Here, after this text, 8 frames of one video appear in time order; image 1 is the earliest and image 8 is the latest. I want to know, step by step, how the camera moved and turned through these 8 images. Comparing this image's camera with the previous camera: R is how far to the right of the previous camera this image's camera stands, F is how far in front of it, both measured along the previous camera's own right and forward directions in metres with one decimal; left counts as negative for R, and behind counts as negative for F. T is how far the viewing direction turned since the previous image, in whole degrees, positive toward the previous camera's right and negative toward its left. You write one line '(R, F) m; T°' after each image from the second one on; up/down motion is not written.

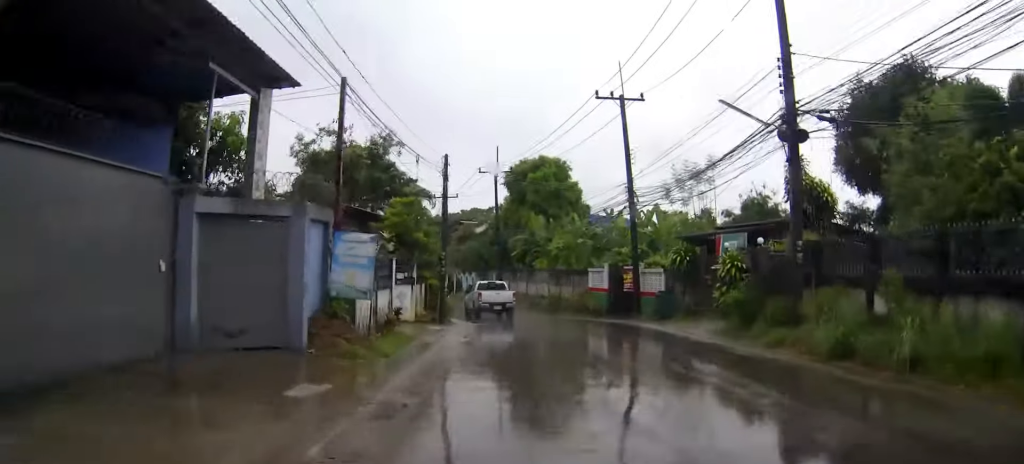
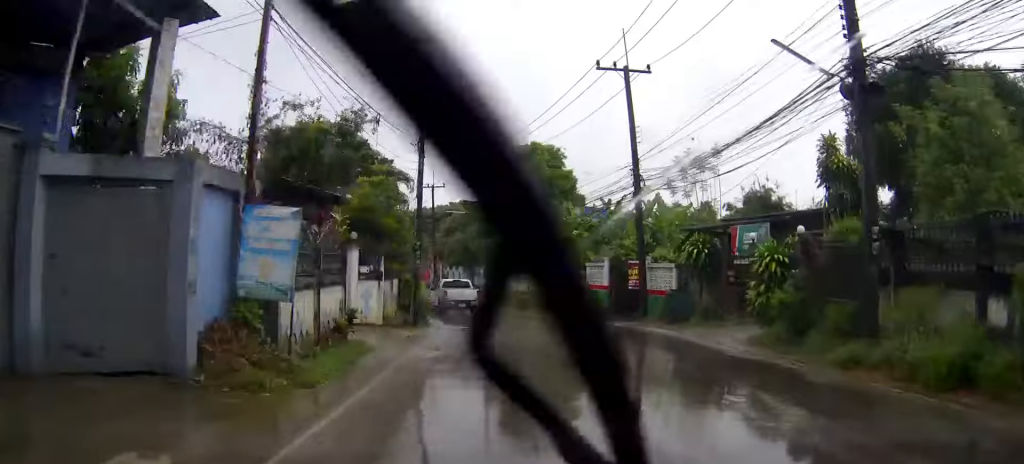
(0.0, +4.2) m; 0°
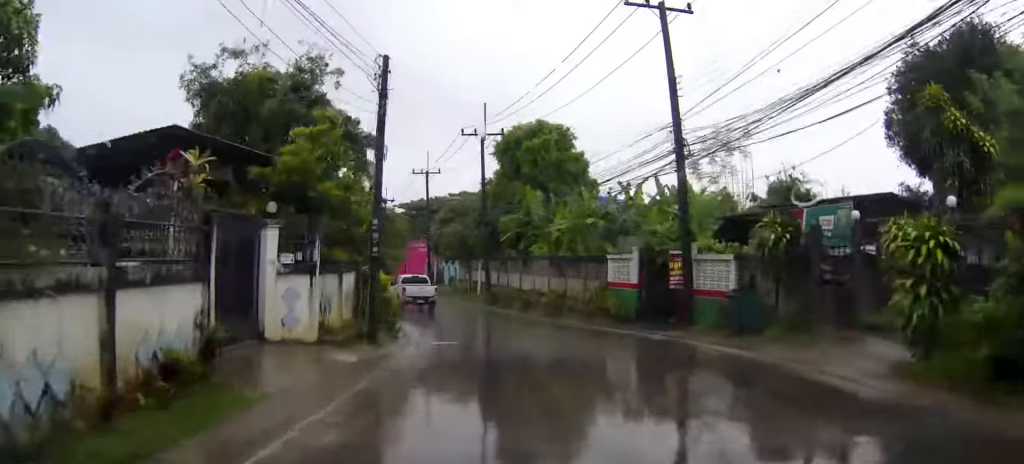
(0.0, +6.6) m; +1°
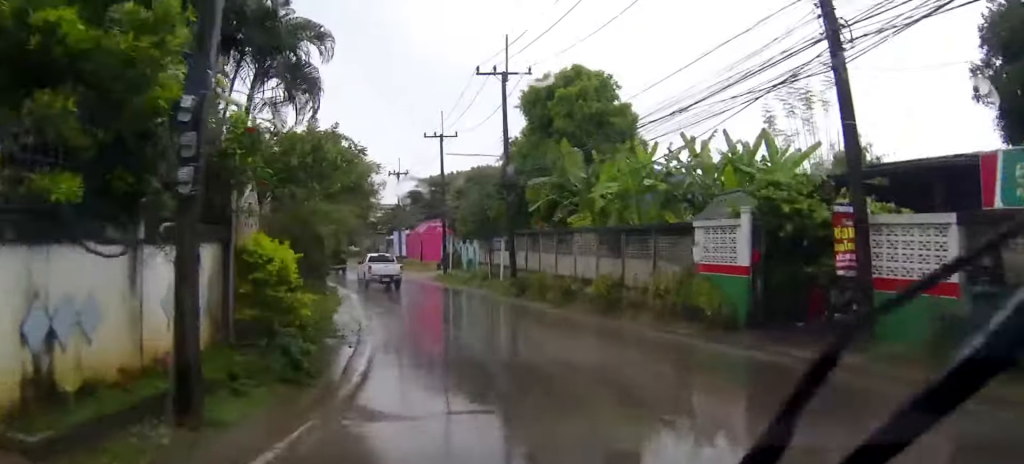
(+0.1, +9.3) m; 0°
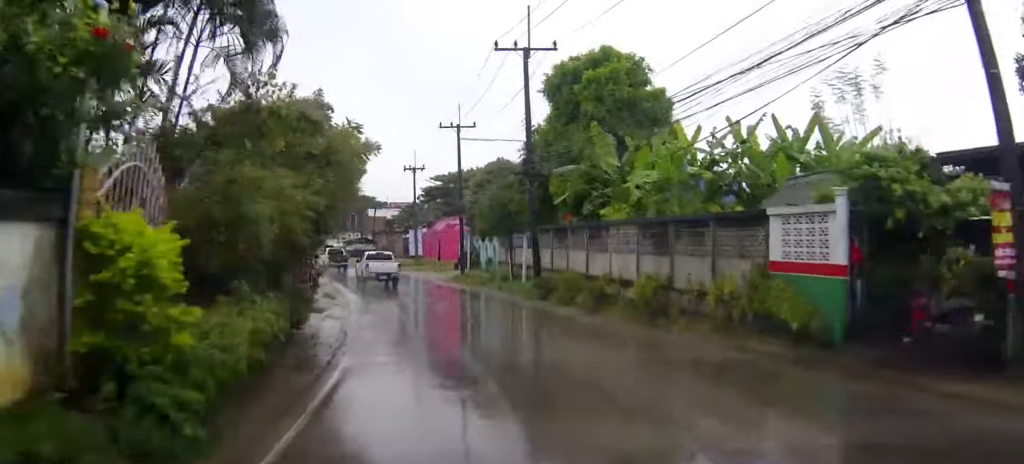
(+0.1, +3.8) m; 0°
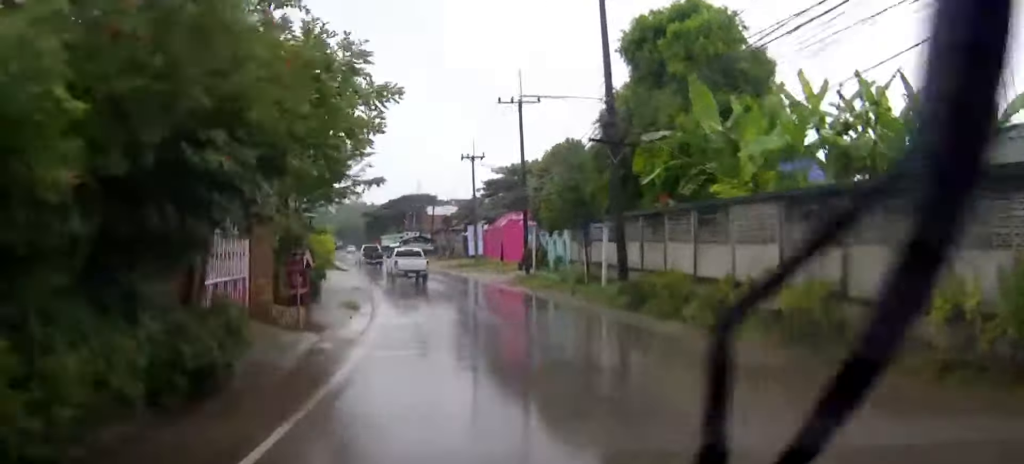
(-0.2, +6.8) m; -4°
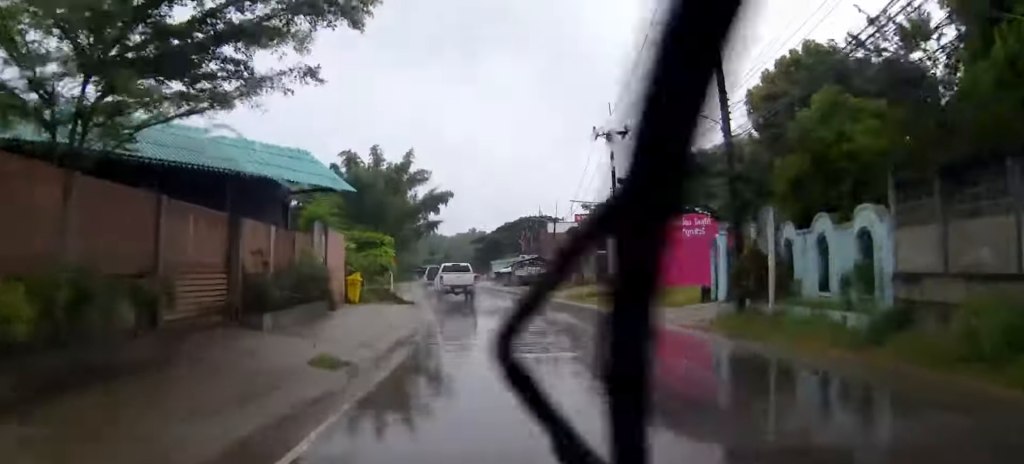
(-2.2, +20.5) m; -9°
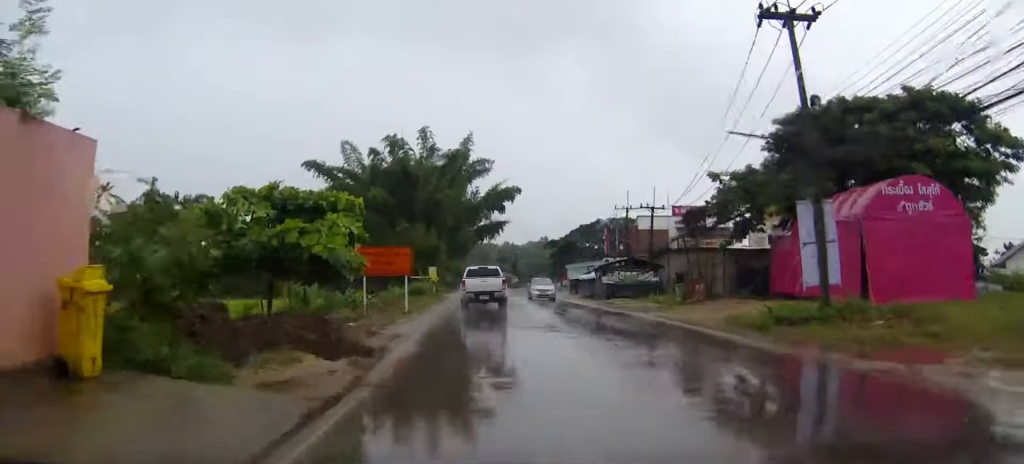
(-0.6, +19.9) m; -4°
